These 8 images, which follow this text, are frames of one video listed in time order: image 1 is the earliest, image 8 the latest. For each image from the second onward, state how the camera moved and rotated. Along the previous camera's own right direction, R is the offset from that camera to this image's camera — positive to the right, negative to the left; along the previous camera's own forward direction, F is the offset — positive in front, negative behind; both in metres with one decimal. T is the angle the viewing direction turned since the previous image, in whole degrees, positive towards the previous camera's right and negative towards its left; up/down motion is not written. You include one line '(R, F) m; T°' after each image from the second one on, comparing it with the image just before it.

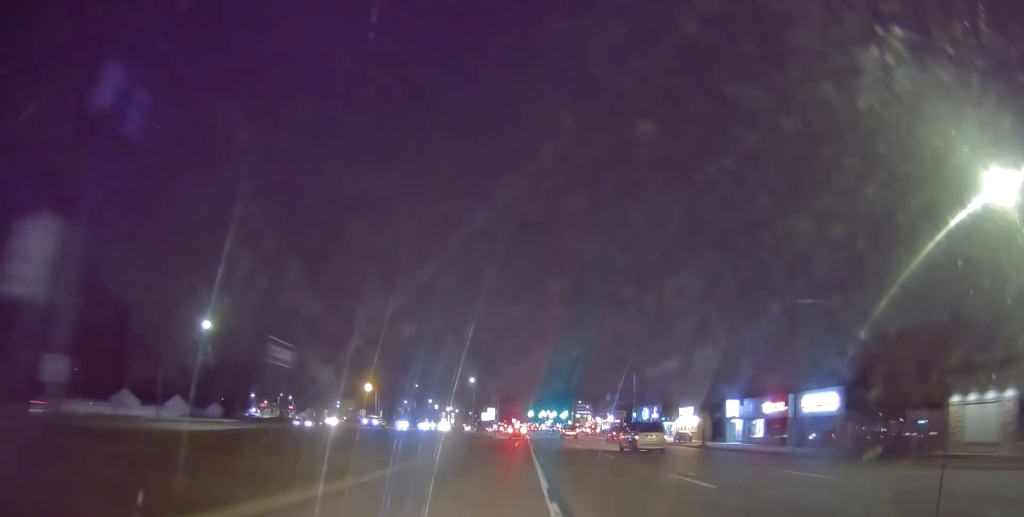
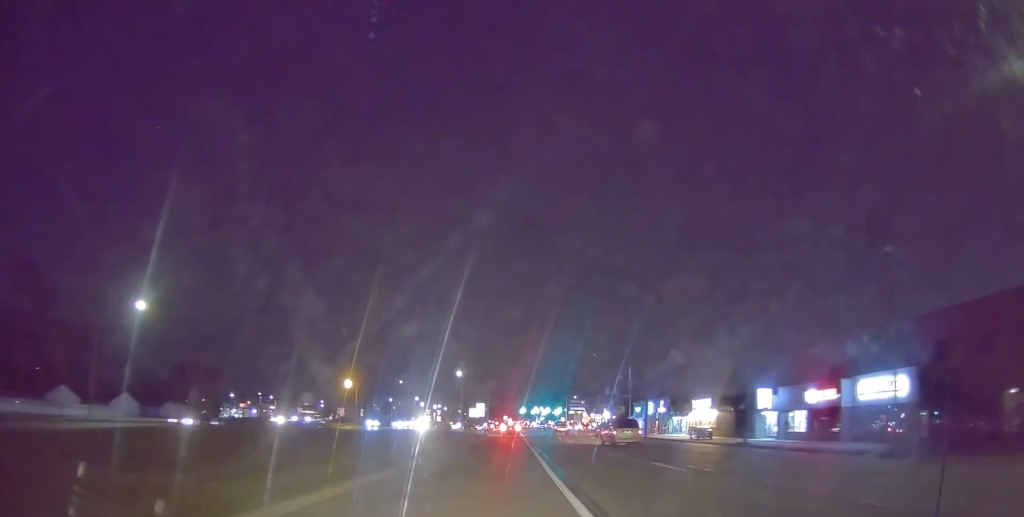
(-0.8, +10.9) m; +1°
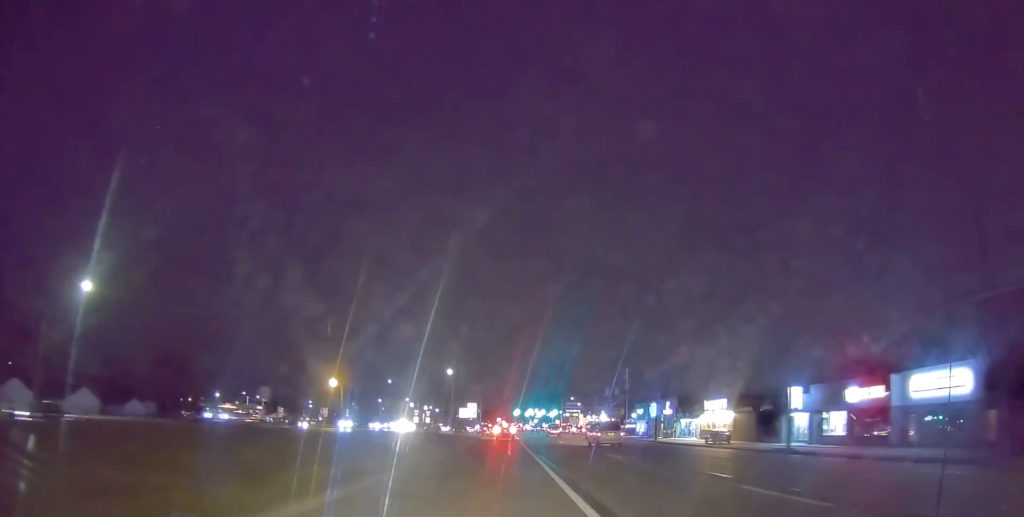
(+0.8, +7.6) m; +3°
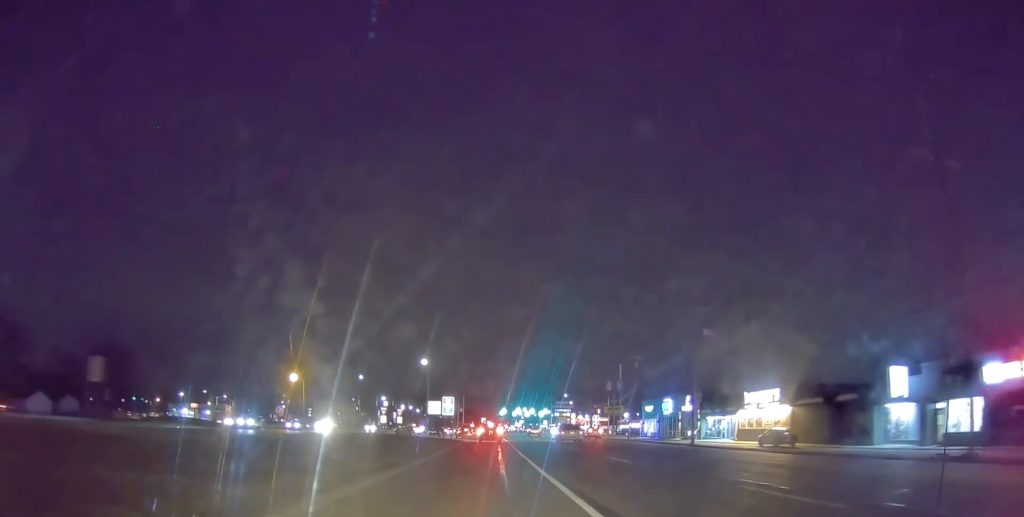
(+0.4, +18.1) m; +2°
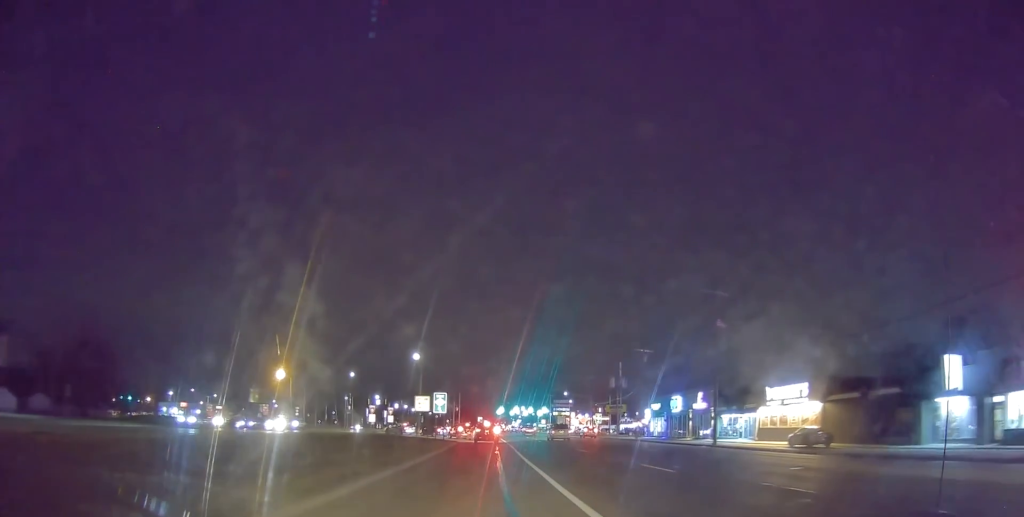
(+0.1, +6.1) m; +1°
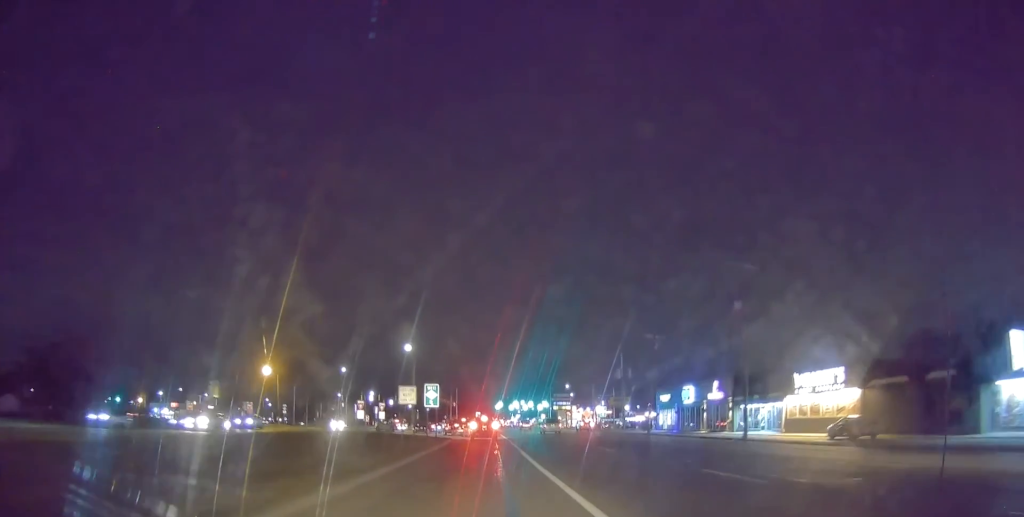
(+0.1, +6.4) m; +1°
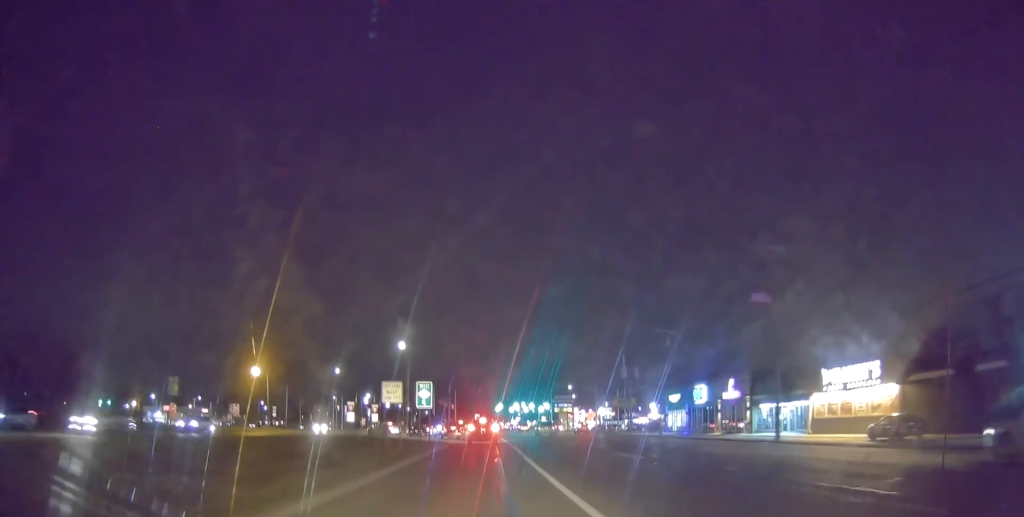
(0.0, +5.1) m; -2°
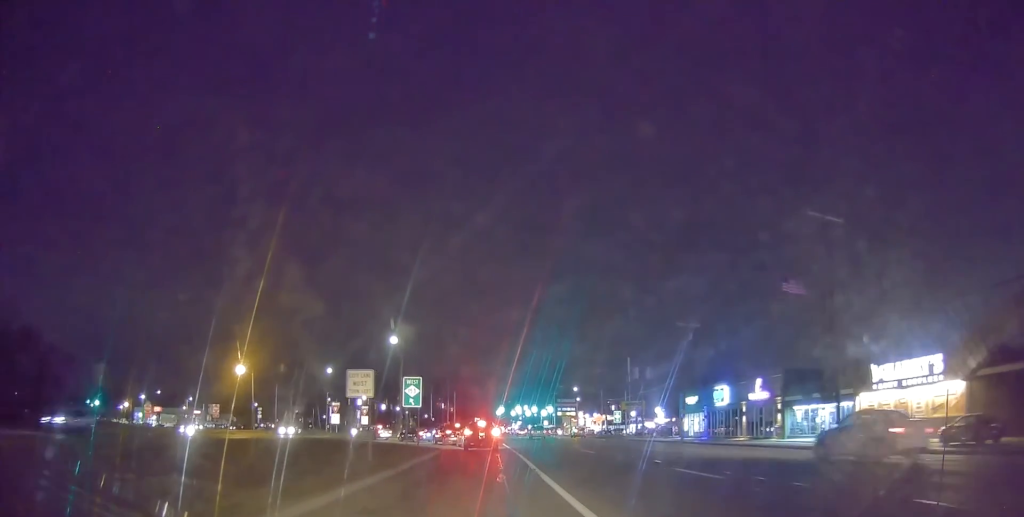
(0.0, +7.6) m; -3°
